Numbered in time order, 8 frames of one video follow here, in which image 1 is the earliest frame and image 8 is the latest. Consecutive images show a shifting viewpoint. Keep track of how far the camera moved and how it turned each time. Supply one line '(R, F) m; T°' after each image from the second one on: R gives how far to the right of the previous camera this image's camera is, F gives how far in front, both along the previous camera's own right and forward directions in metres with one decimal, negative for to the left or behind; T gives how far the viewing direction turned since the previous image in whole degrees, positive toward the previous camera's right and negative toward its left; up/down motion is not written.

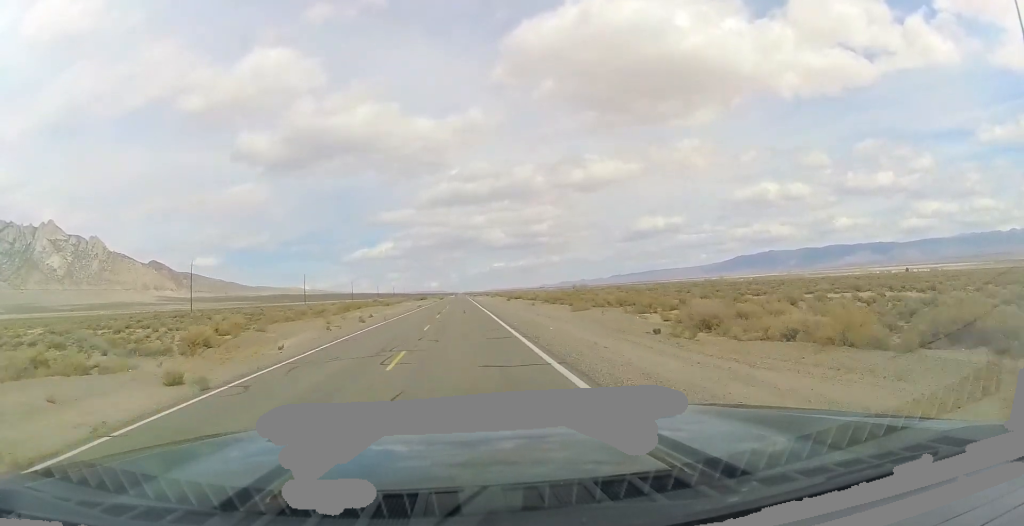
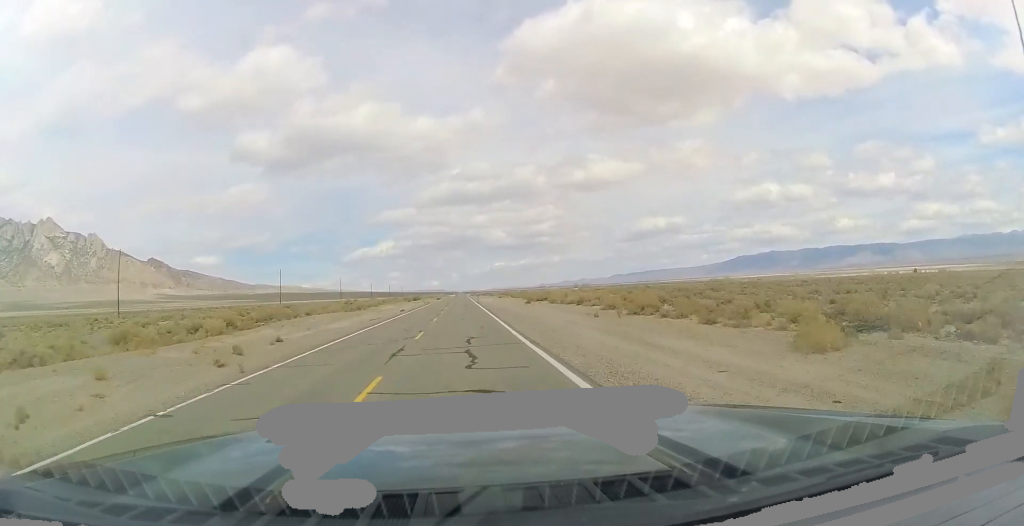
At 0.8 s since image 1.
(-0.1, +29.1) m; 0°
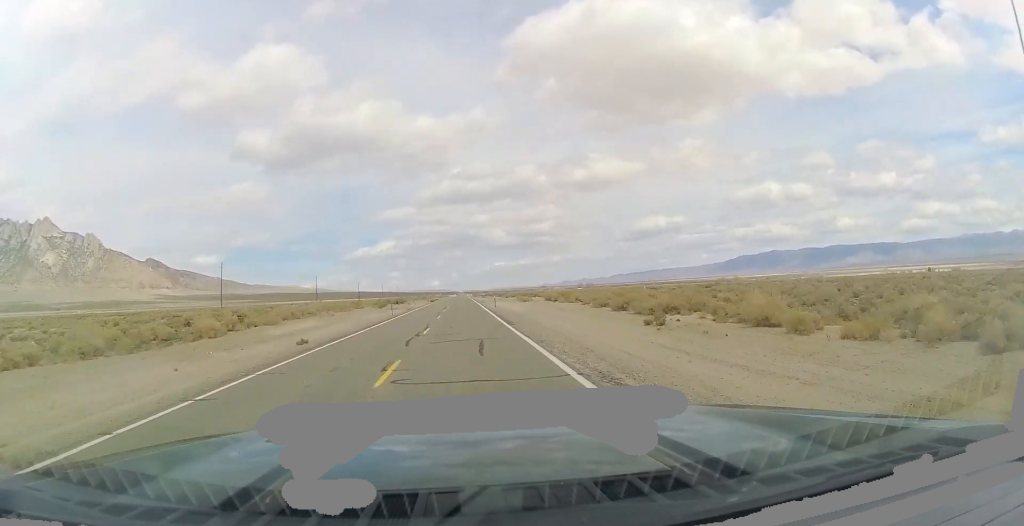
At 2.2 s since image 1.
(+0.1, +46.6) m; 0°
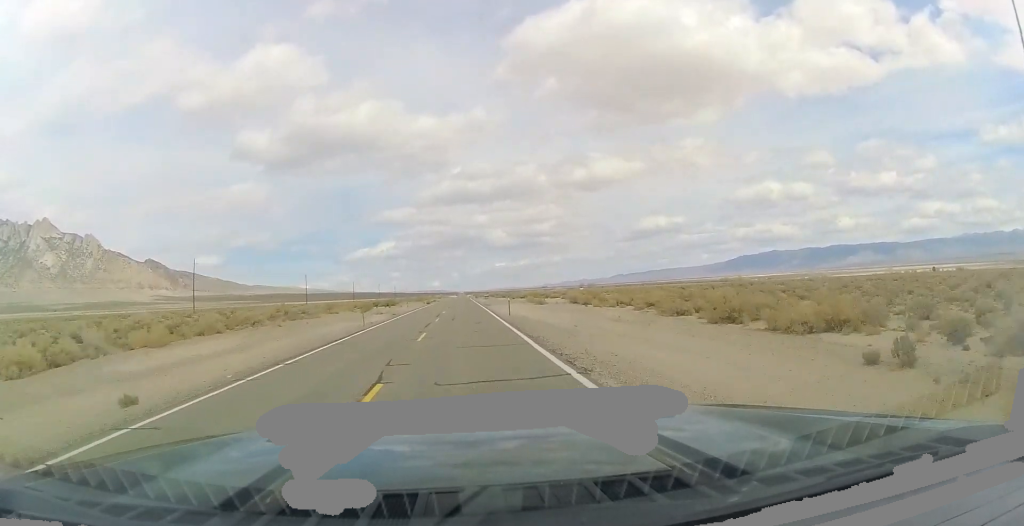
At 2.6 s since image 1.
(+0.1, +15.2) m; 0°
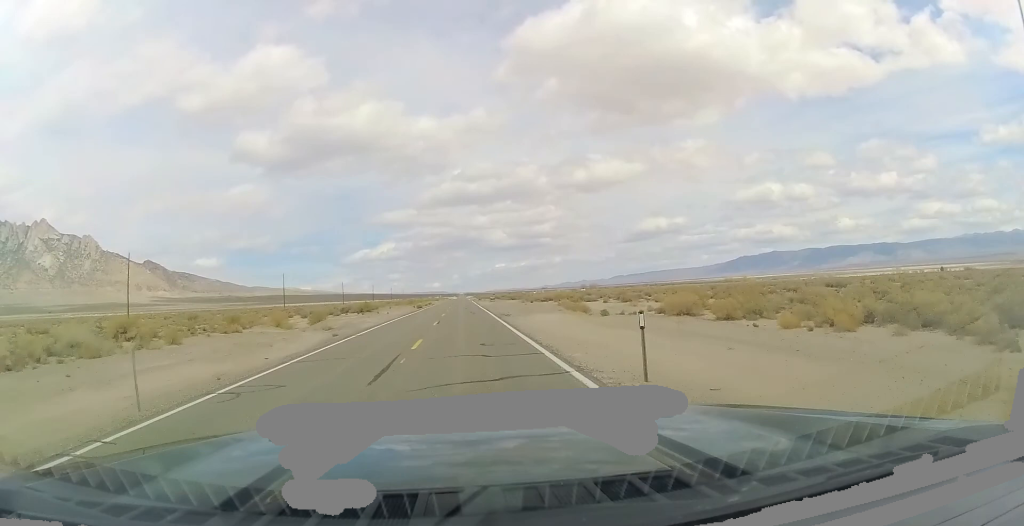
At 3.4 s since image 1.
(-0.5, +27.0) m; 0°
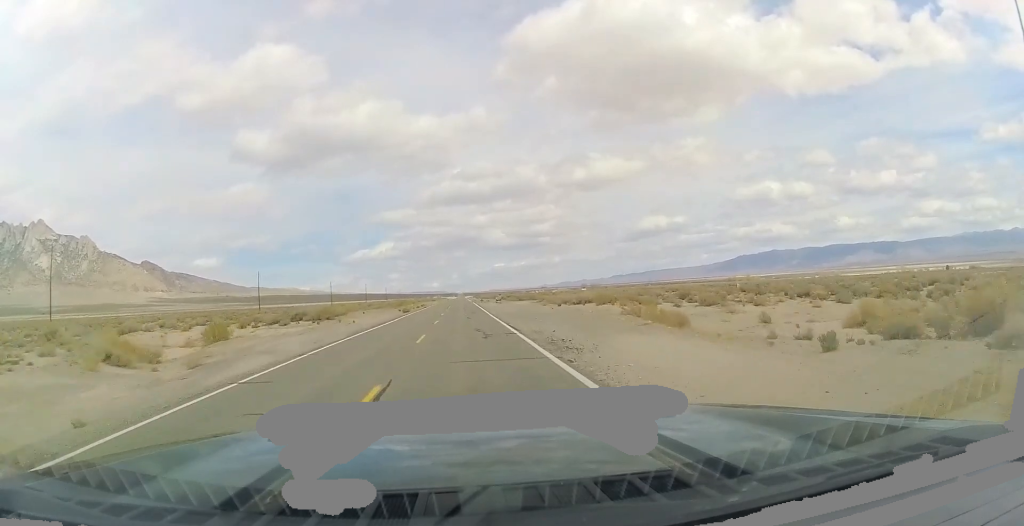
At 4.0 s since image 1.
(+0.2, +22.4) m; +1°
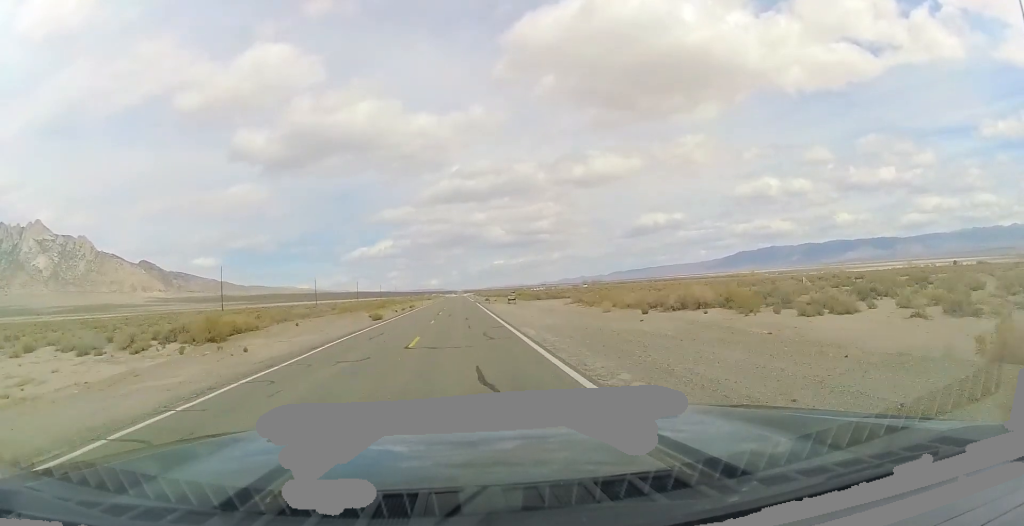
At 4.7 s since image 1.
(+0.2, +25.9) m; 0°
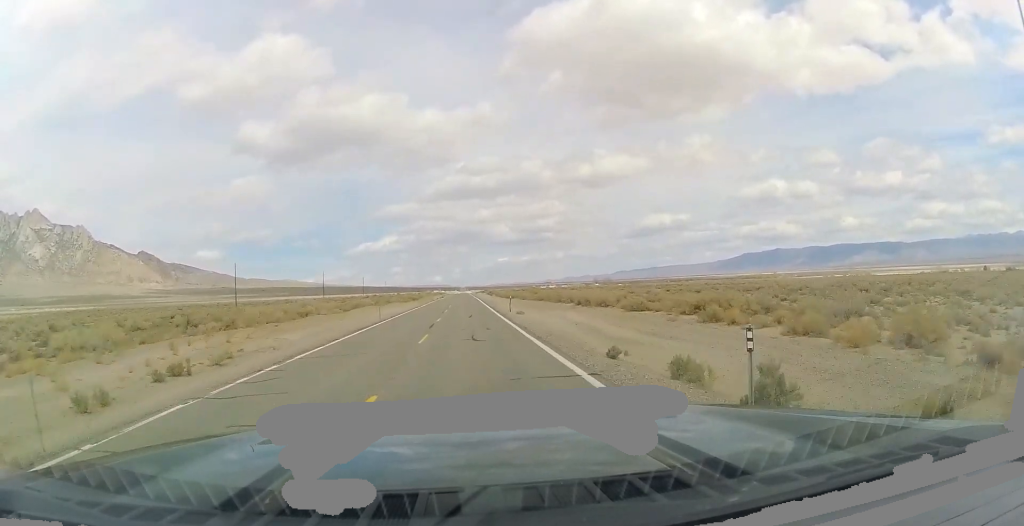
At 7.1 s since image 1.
(-0.3, +85.0) m; 0°
